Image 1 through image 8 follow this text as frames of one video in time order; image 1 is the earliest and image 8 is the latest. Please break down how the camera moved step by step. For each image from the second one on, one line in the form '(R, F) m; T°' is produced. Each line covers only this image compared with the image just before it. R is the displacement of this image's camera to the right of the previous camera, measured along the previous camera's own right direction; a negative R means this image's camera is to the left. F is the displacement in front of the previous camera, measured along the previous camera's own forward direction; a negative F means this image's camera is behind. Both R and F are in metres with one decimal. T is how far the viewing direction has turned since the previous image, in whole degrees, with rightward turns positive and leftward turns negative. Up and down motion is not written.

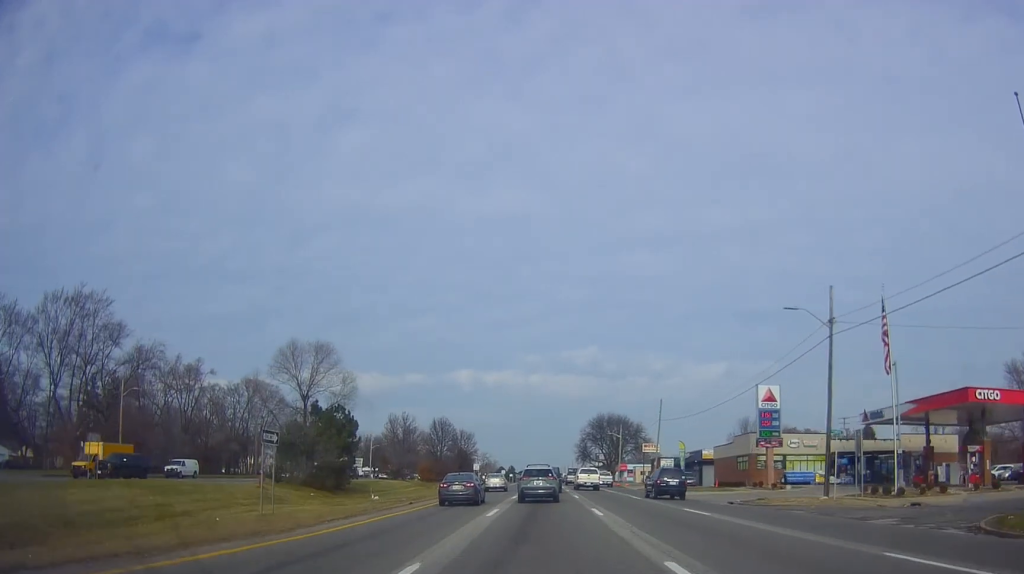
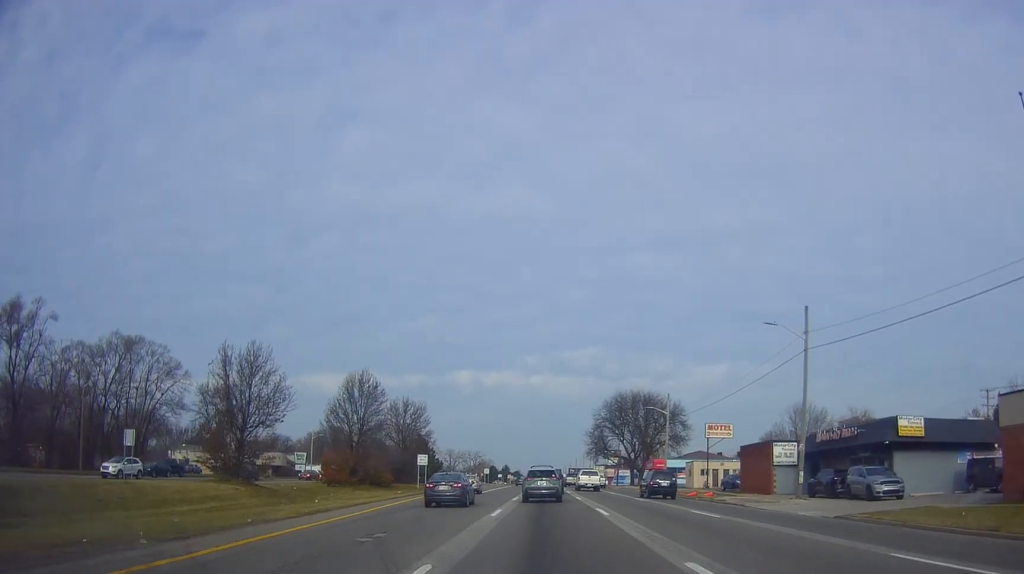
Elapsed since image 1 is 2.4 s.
(-1.9, +46.2) m; 0°
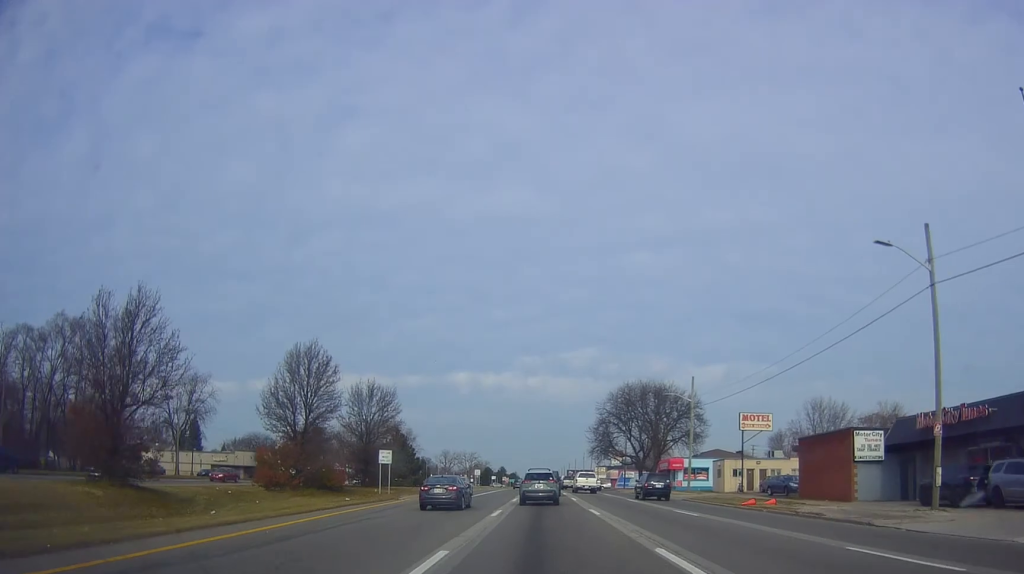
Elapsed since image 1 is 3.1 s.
(+0.5, +13.4) m; +2°
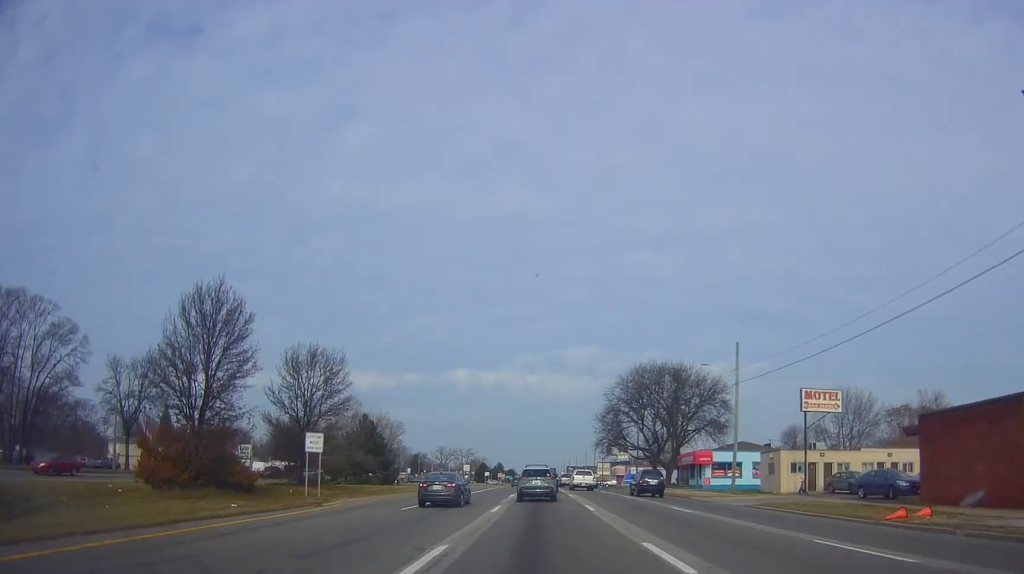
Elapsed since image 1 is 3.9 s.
(+0.1, +14.7) m; 0°
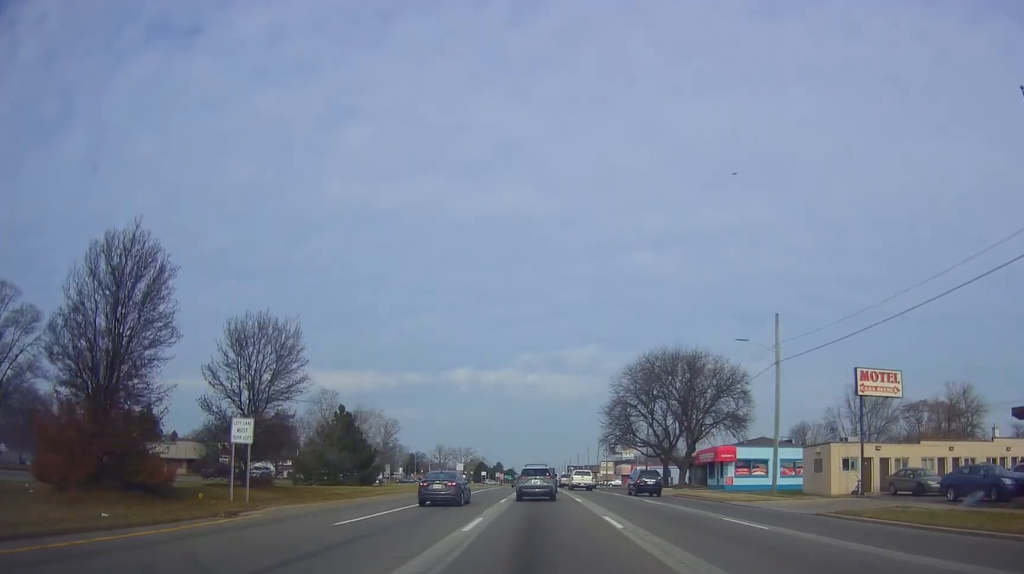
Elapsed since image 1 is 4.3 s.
(+0.1, +8.3) m; 0°
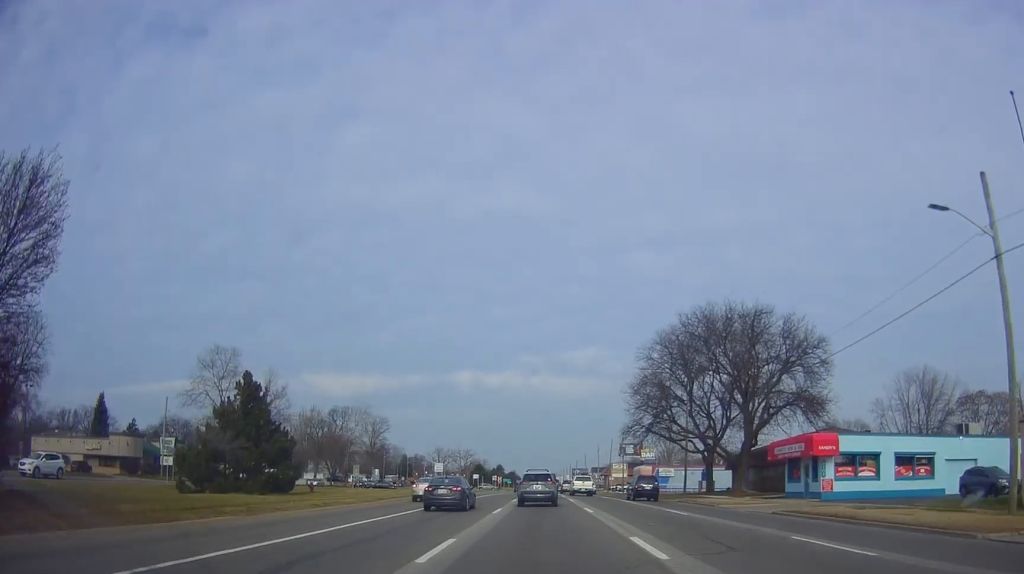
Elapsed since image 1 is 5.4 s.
(-0.3, +21.0) m; 0°
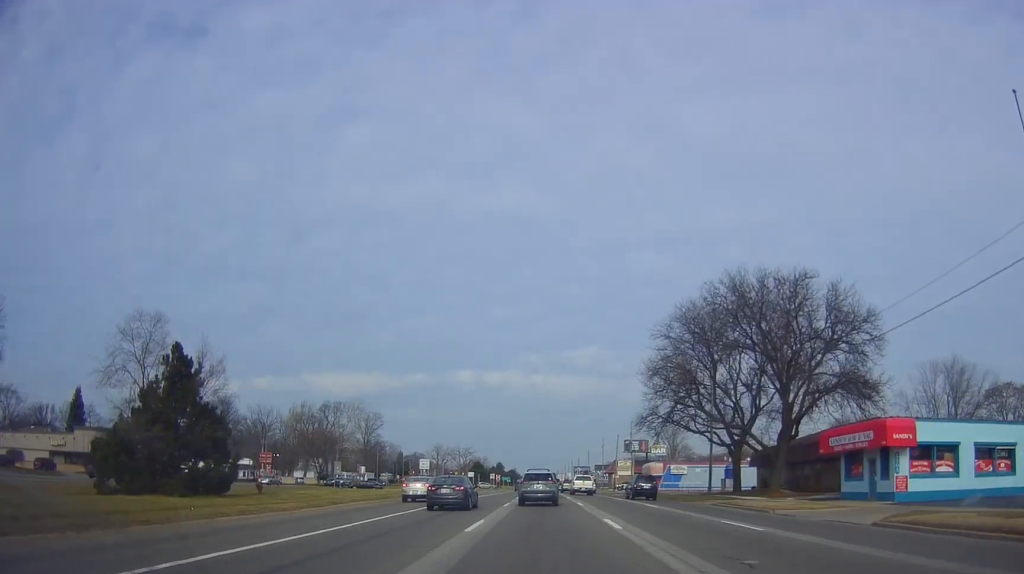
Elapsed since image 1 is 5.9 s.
(+0.2, +8.9) m; +1°
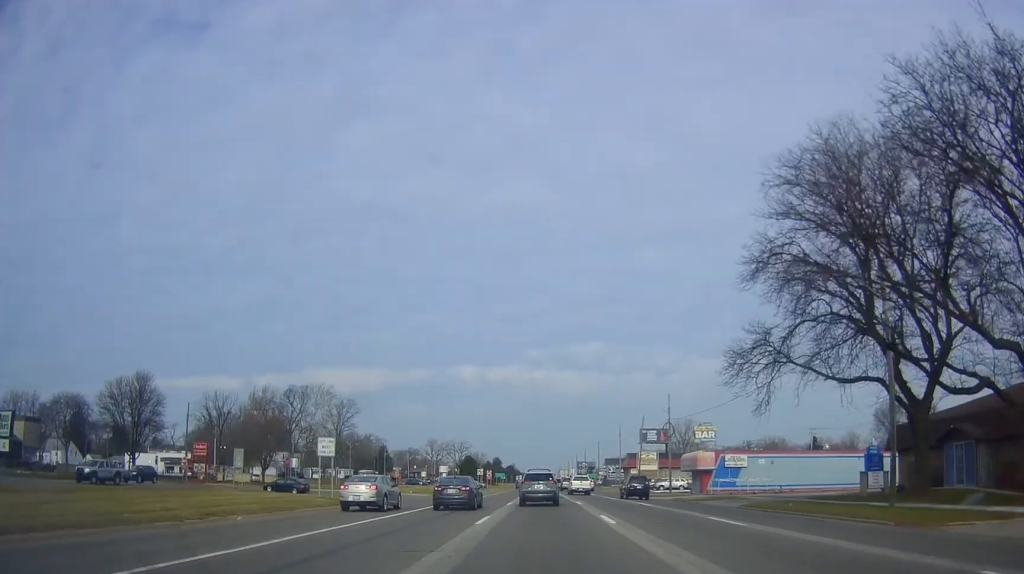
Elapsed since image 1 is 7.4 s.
(+0.1, +28.5) m; -2°
